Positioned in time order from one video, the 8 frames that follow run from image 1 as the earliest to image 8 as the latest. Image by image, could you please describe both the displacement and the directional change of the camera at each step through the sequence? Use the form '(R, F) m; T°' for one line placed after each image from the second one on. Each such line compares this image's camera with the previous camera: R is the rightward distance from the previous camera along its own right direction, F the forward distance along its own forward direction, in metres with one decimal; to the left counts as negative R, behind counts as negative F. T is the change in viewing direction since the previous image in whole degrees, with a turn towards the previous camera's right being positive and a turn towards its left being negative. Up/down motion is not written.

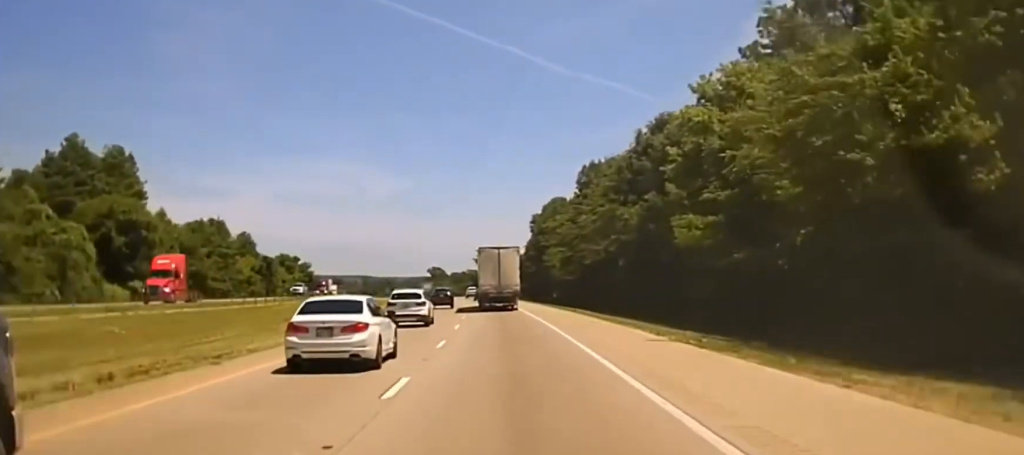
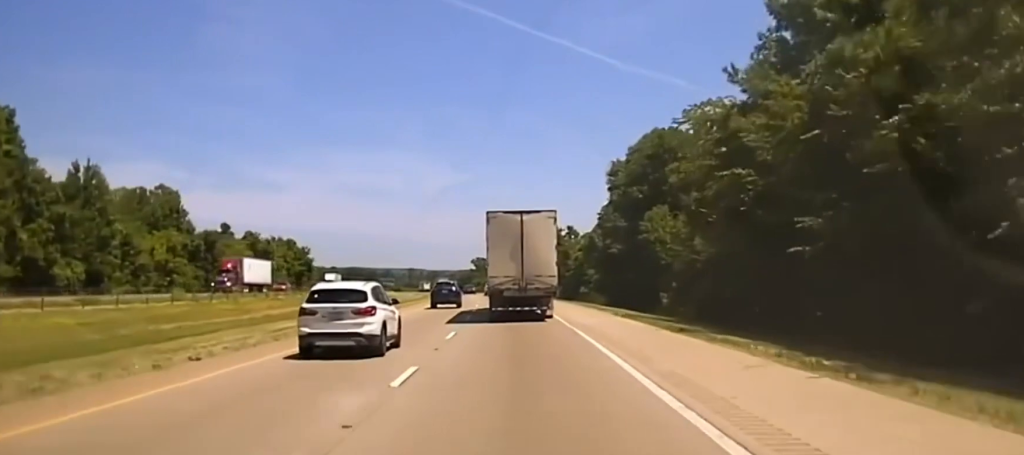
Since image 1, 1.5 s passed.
(-2.0, +64.2) m; -3°
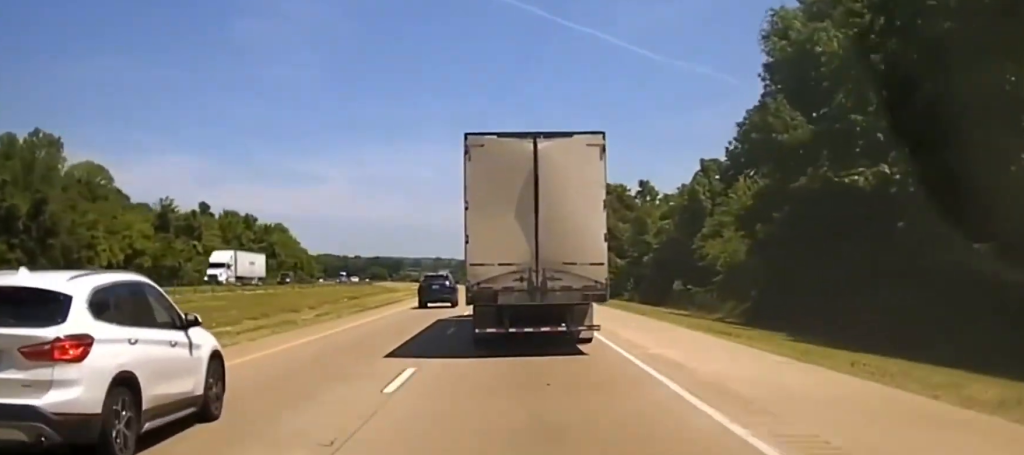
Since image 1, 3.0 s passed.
(-0.7, +47.7) m; -1°
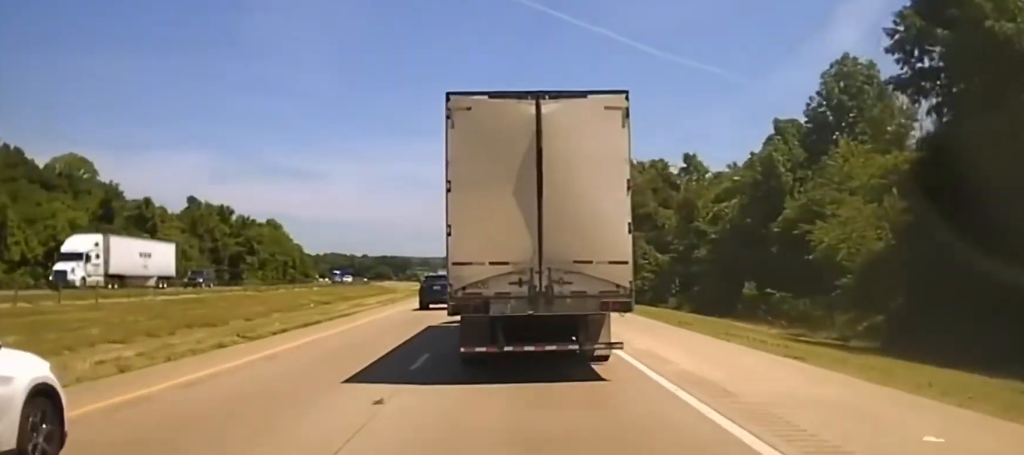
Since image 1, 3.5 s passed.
(-0.1, +16.8) m; -1°
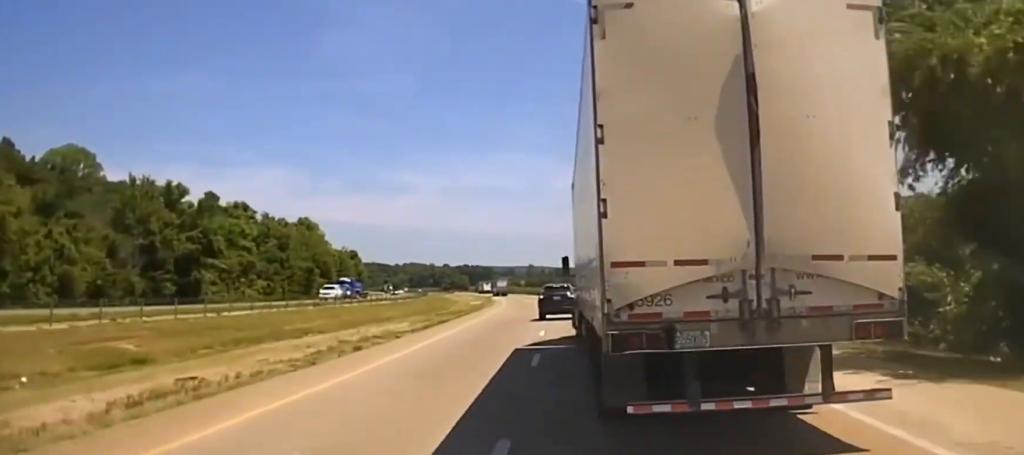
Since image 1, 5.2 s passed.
(-1.8, +61.9) m; -3°
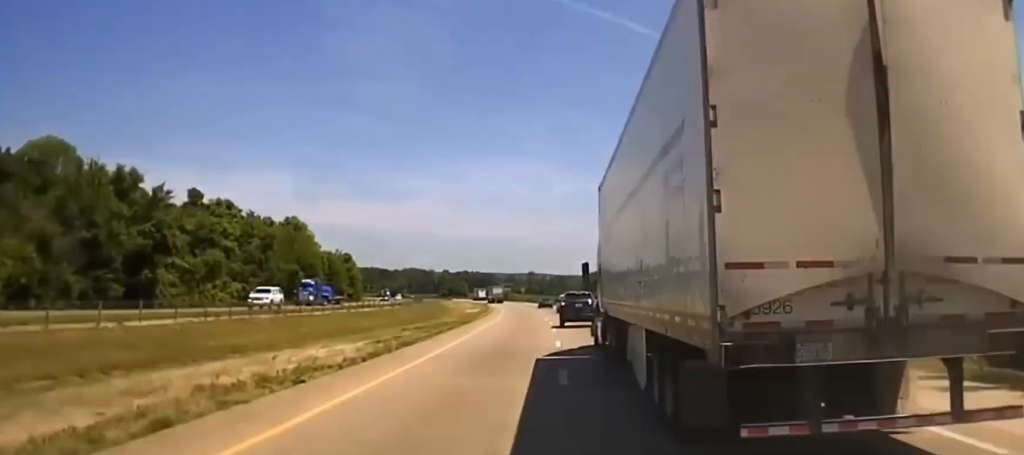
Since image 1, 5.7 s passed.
(-0.2, +17.9) m; -1°
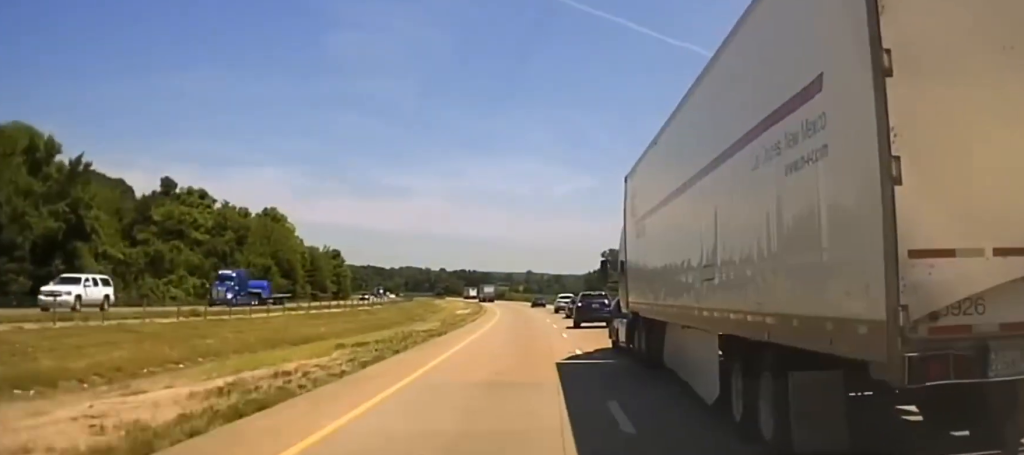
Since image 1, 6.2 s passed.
(-0.1, +23.8) m; 0°
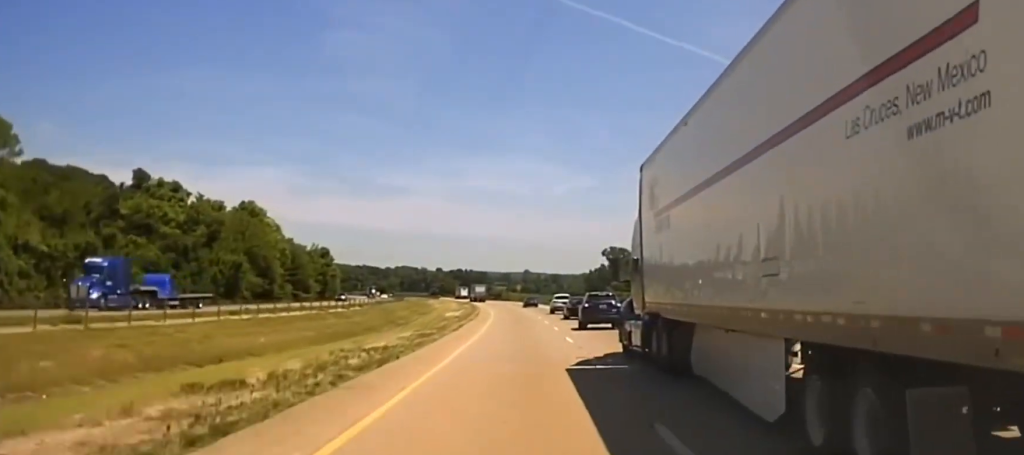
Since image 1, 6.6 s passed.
(0.0, +19.8) m; 0°
